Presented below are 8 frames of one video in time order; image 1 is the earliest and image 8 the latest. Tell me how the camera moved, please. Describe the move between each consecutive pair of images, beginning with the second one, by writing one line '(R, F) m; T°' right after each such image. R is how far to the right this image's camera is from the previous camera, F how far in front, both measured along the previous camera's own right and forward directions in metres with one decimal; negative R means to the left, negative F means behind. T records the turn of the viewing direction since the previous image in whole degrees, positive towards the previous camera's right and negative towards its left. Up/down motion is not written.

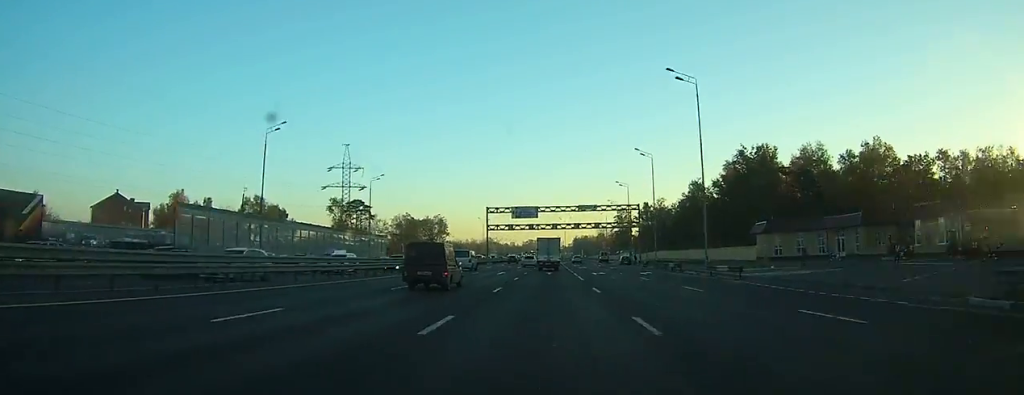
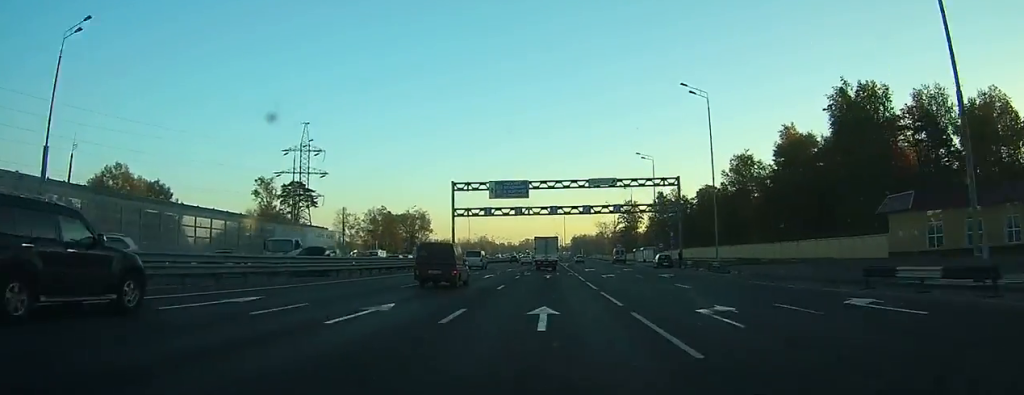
(-0.2, +33.0) m; 0°
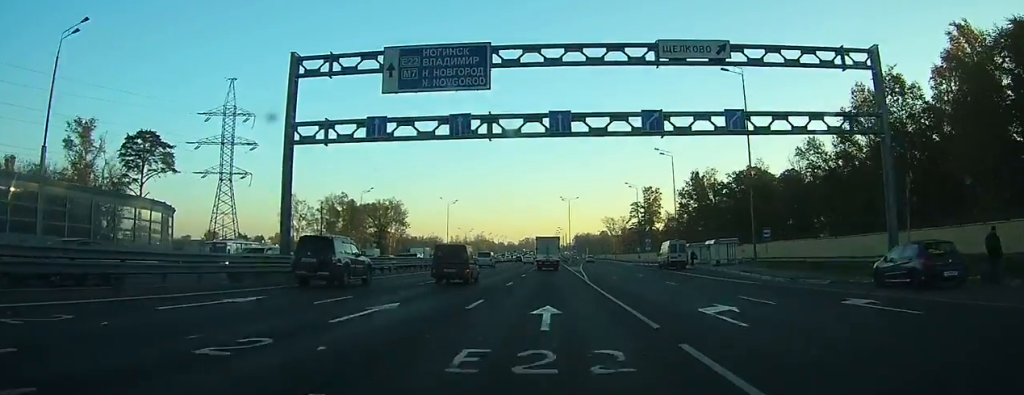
(+0.1, +41.4) m; 0°
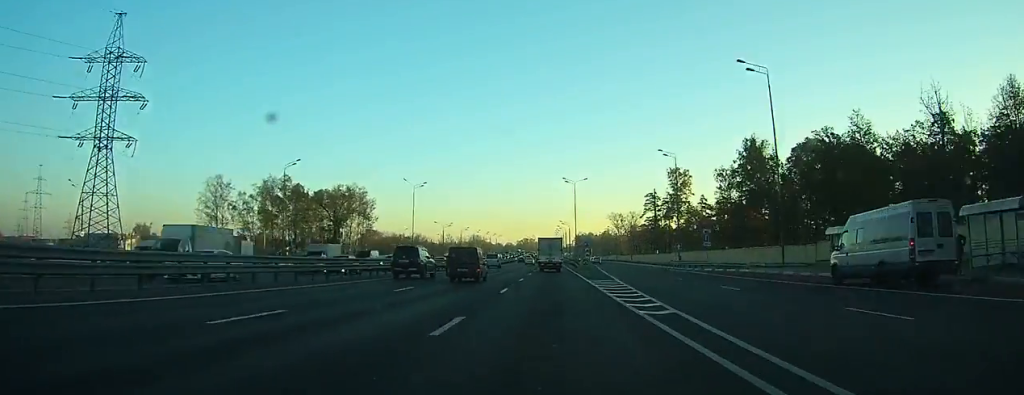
(0.0, +39.4) m; 0°
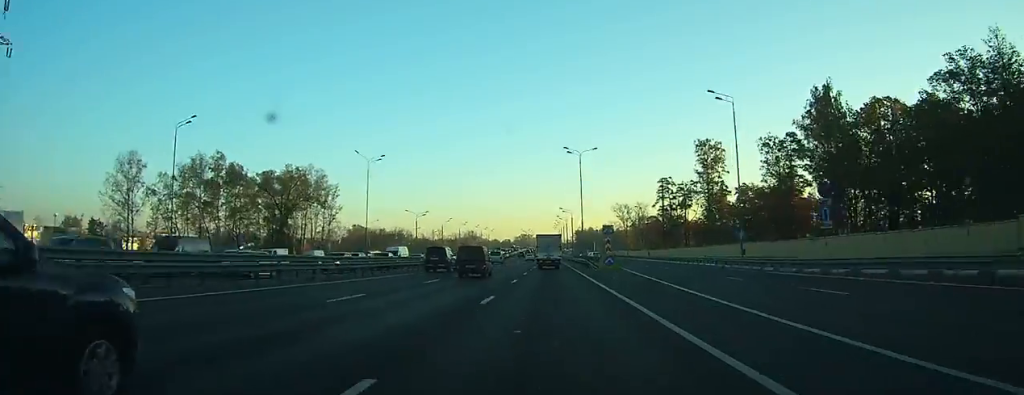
(+0.1, +29.8) m; 0°
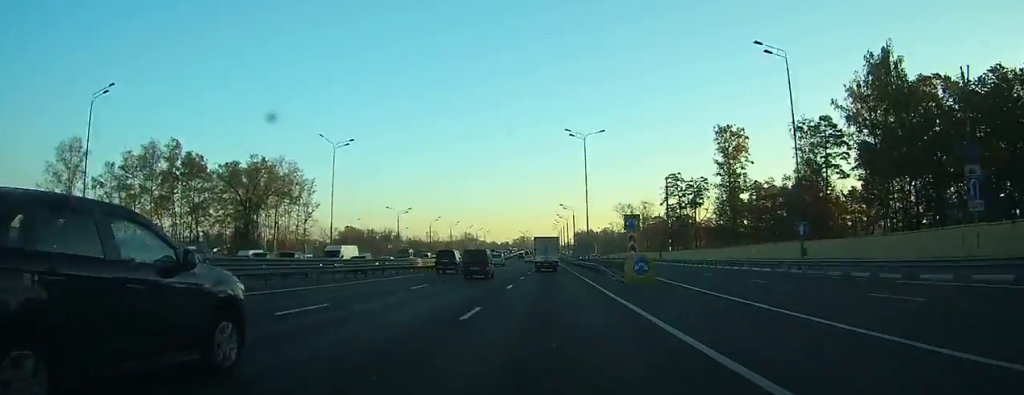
(+0.1, +15.6) m; 0°
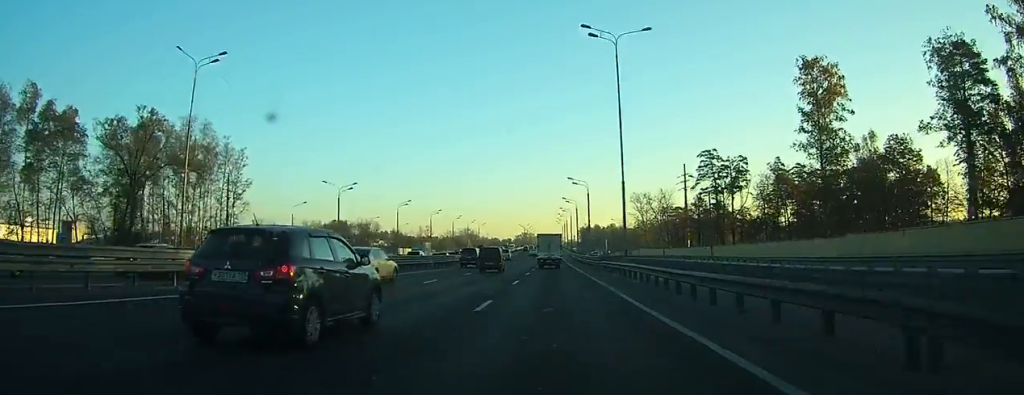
(+0.1, +36.3) m; 0°
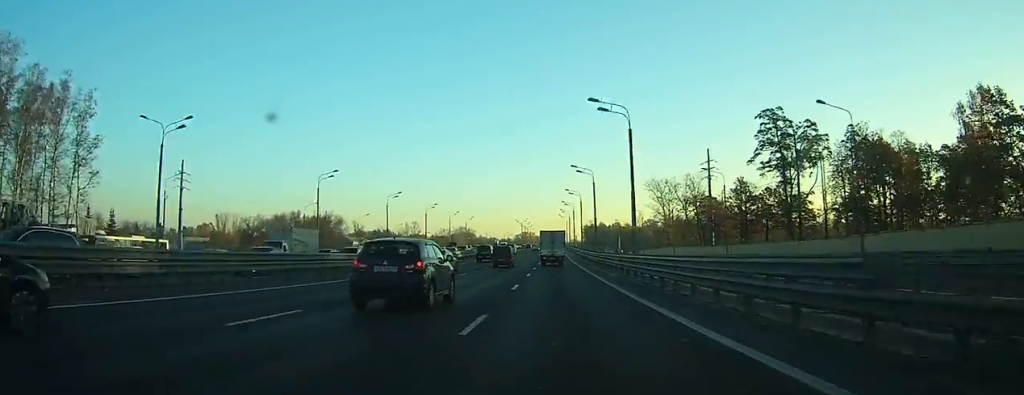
(0.0, +40.8) m; 0°
